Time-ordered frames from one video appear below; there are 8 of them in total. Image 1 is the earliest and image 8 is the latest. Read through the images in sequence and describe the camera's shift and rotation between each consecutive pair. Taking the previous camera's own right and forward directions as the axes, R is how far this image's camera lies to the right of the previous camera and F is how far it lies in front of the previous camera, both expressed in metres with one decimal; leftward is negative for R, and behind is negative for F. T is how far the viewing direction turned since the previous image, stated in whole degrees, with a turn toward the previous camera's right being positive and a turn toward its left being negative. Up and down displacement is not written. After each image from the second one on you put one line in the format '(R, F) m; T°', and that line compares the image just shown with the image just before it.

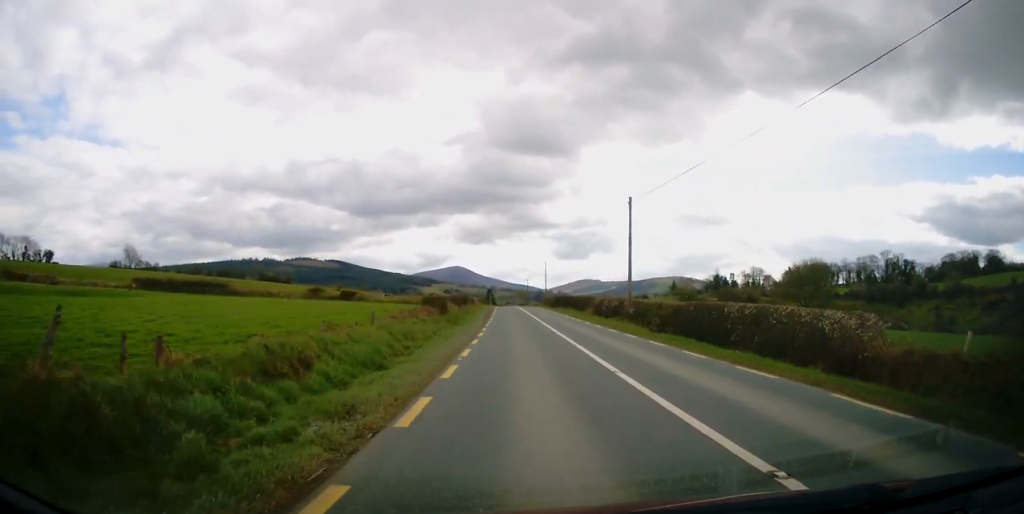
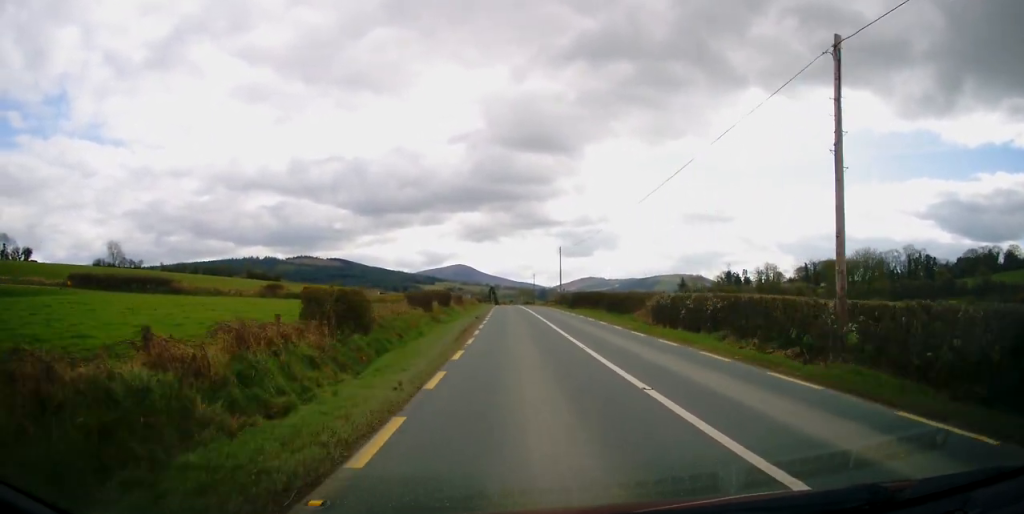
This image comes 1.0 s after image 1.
(-0.3, +21.8) m; -2°
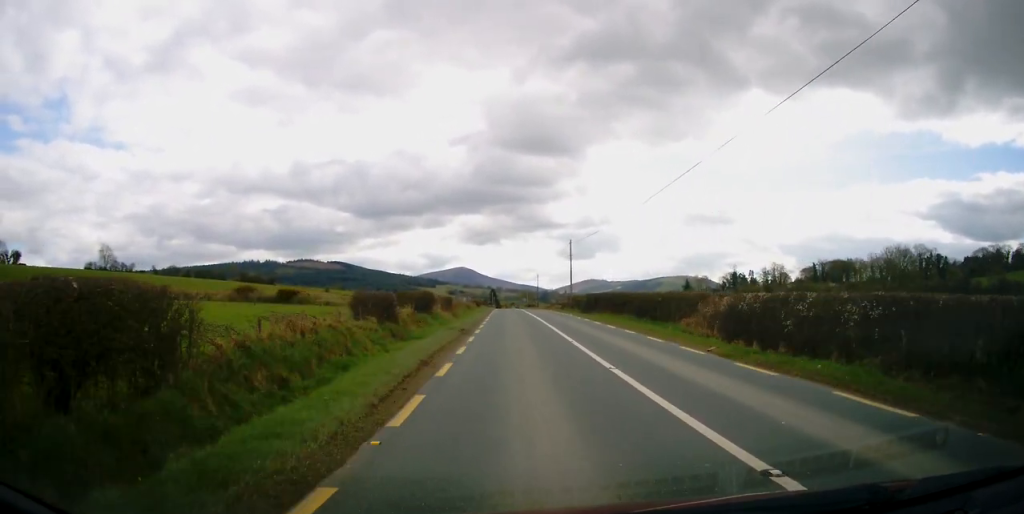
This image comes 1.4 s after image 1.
(-0.1, +10.5) m; -1°
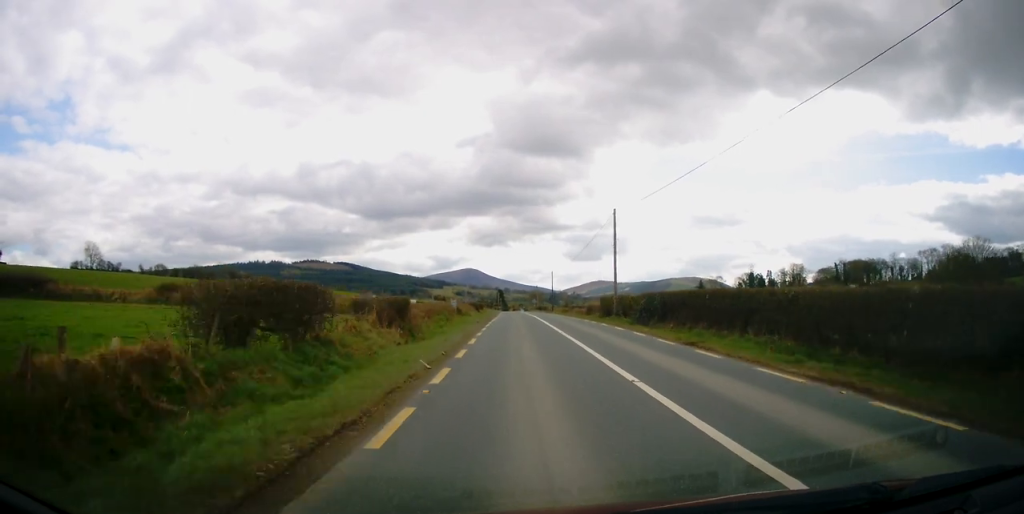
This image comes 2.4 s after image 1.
(0.0, +20.8) m; 0°
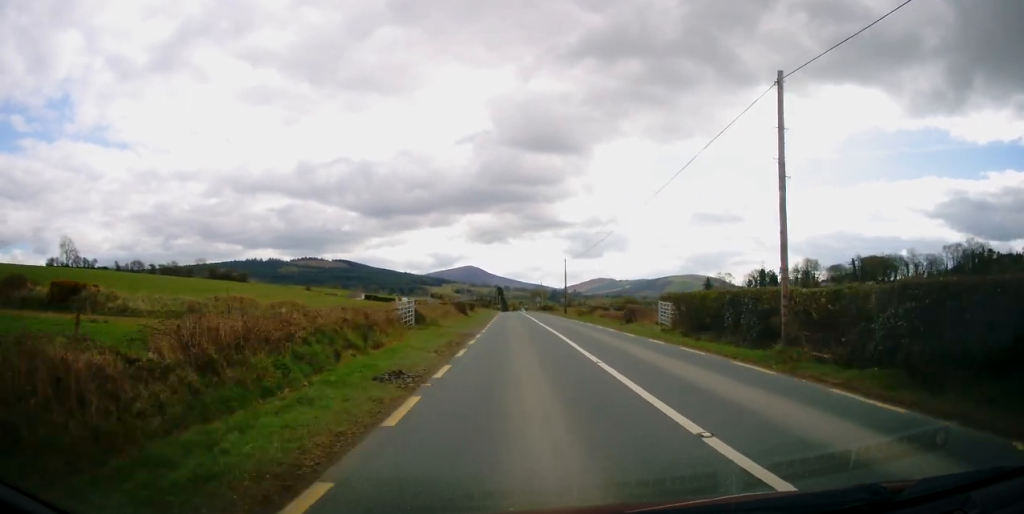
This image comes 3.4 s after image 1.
(+0.2, +22.9) m; 0°
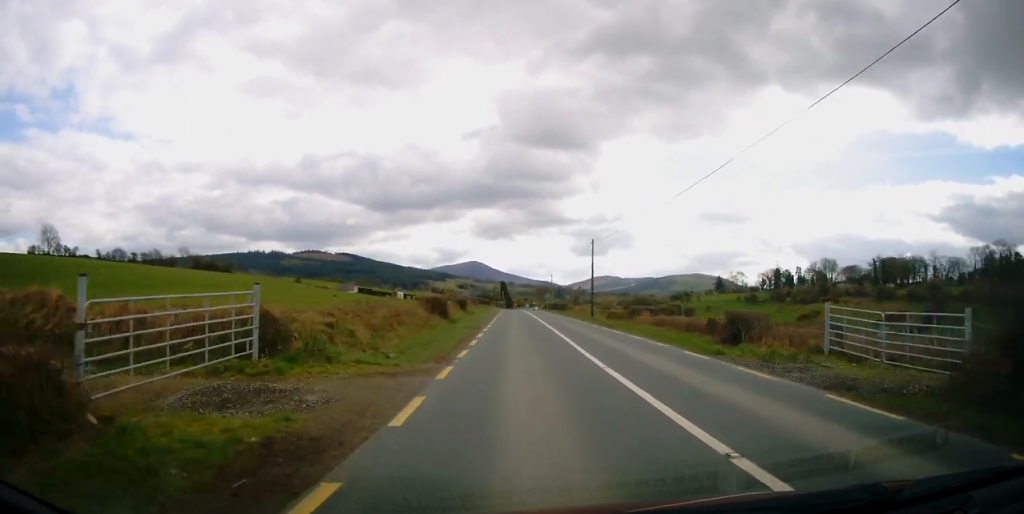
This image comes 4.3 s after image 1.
(-0.2, +19.8) m; -1°
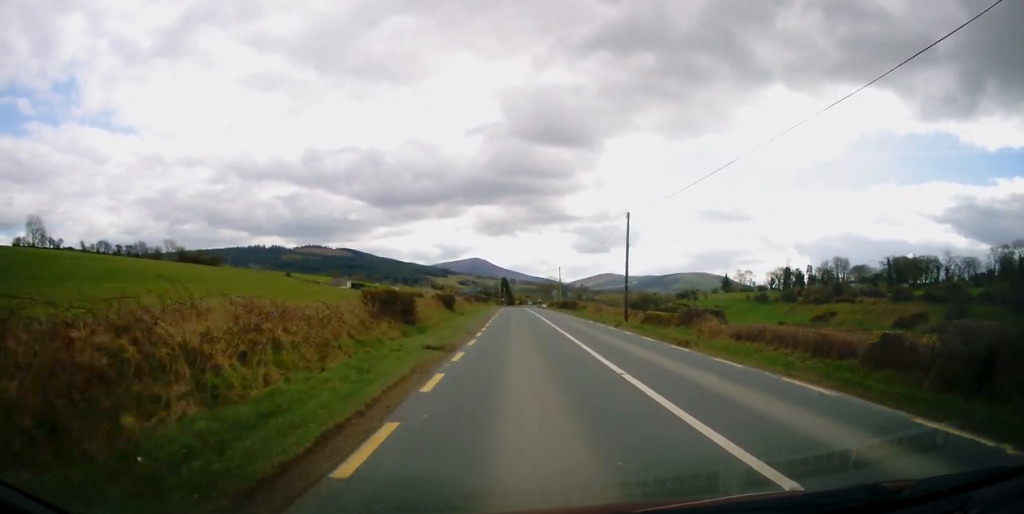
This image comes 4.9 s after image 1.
(0.0, +14.0) m; 0°
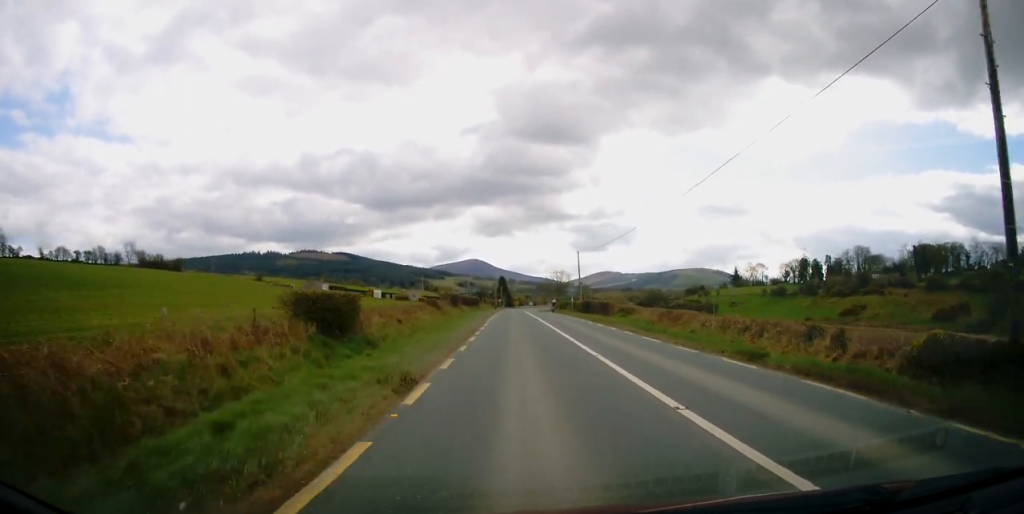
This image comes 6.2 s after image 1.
(+0.3, +29.0) m; 0°
